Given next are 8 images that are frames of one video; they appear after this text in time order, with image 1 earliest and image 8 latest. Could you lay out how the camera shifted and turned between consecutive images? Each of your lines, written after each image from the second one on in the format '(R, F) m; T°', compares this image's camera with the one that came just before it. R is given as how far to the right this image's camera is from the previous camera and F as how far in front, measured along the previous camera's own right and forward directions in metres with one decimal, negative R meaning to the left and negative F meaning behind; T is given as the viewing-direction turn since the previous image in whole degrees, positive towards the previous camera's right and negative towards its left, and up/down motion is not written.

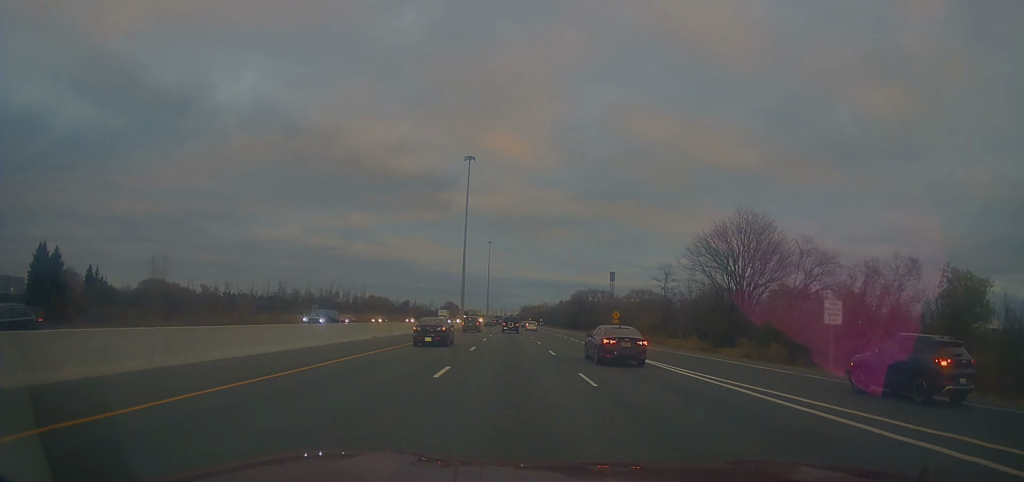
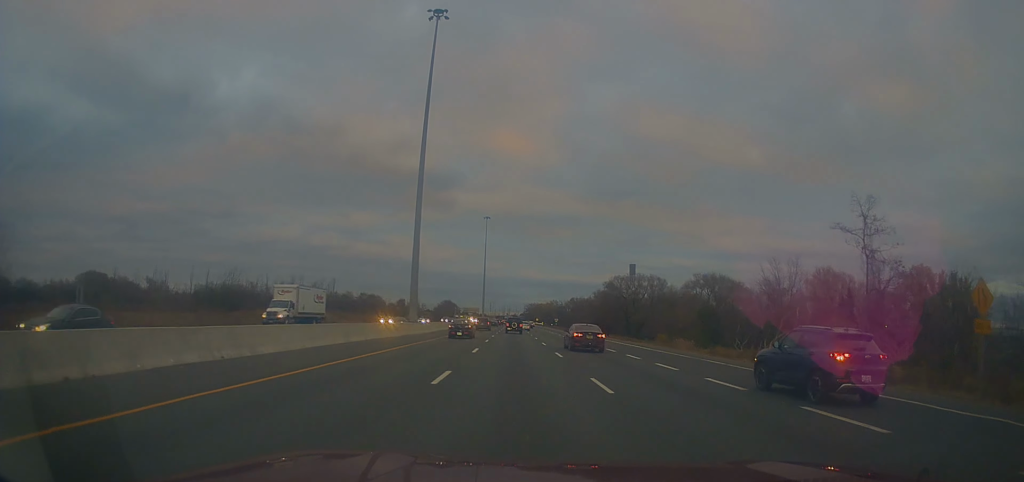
(+1.0, +62.2) m; -1°
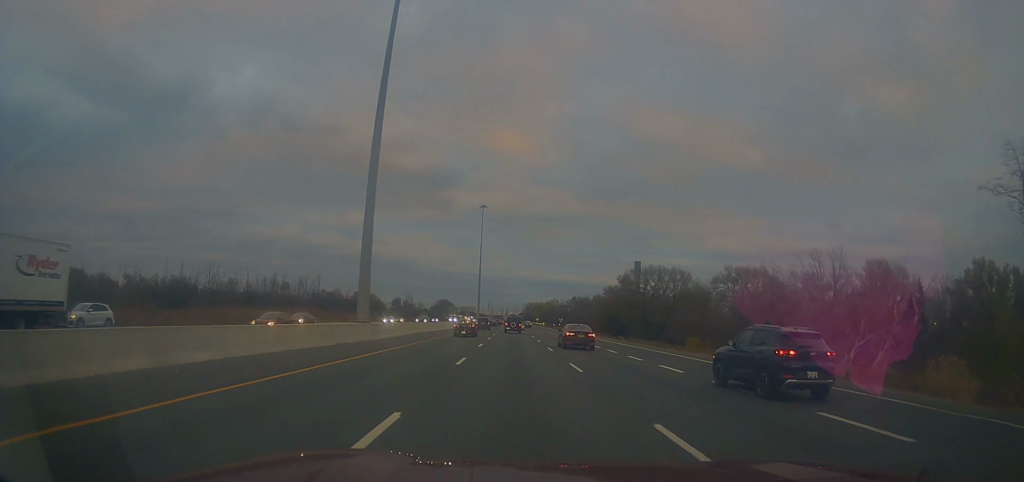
(-0.3, +18.9) m; 0°
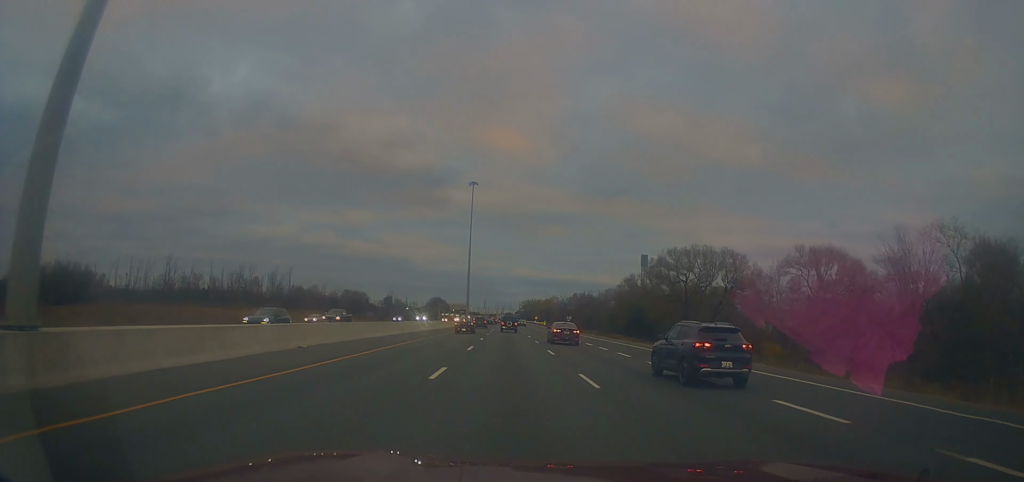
(+0.3, +28.9) m; +1°
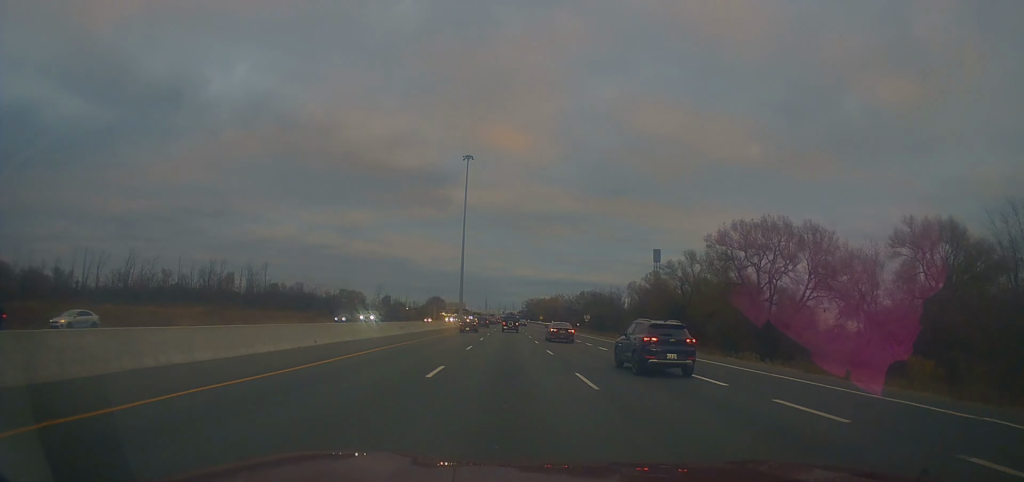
(+0.1, +24.3) m; 0°
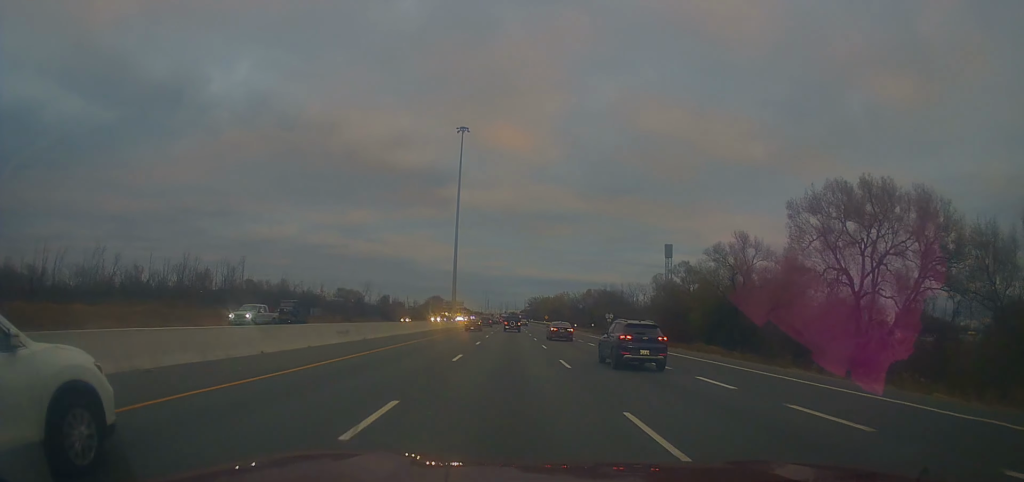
(0.0, +18.9) m; 0°
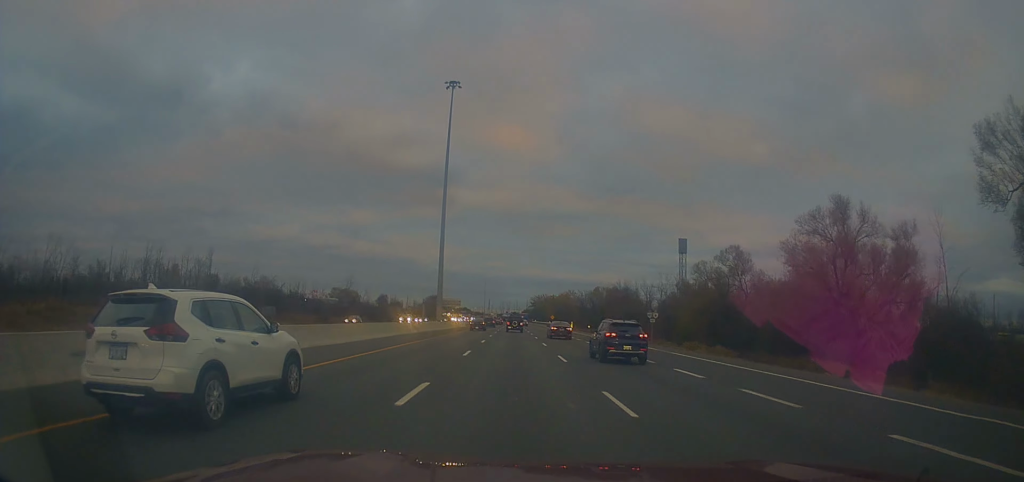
(-0.1, +21.6) m; -1°
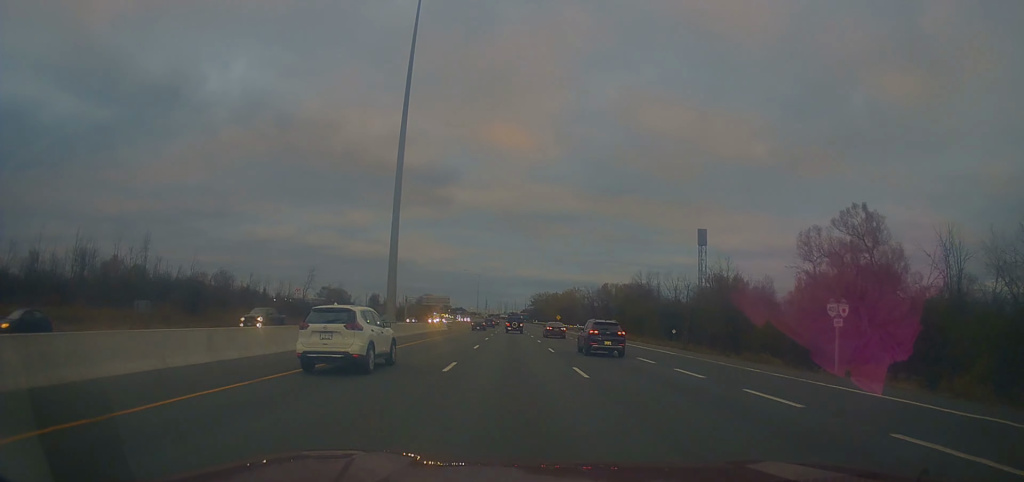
(-0.3, +30.6) m; 0°
